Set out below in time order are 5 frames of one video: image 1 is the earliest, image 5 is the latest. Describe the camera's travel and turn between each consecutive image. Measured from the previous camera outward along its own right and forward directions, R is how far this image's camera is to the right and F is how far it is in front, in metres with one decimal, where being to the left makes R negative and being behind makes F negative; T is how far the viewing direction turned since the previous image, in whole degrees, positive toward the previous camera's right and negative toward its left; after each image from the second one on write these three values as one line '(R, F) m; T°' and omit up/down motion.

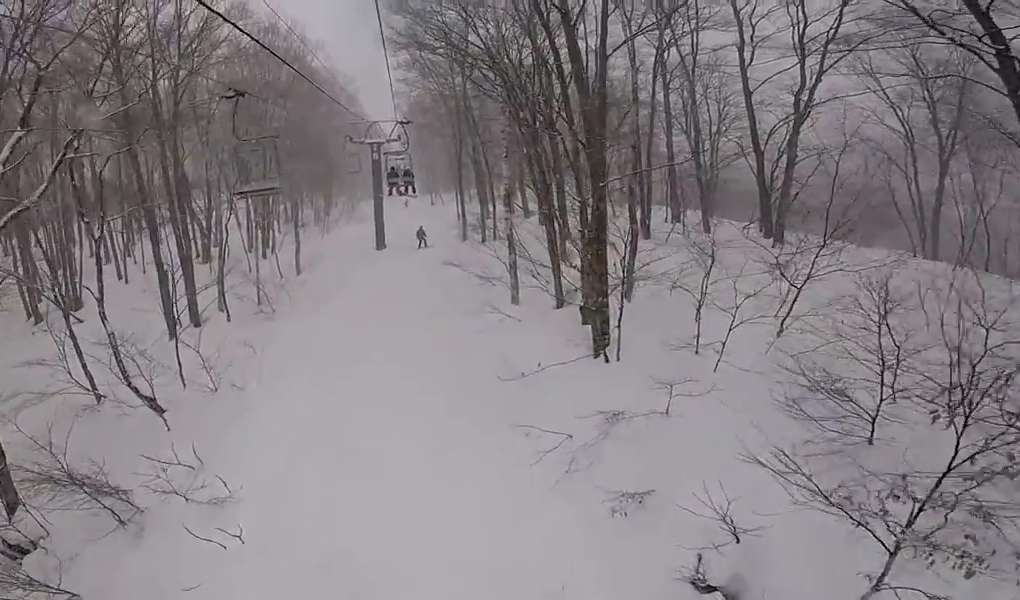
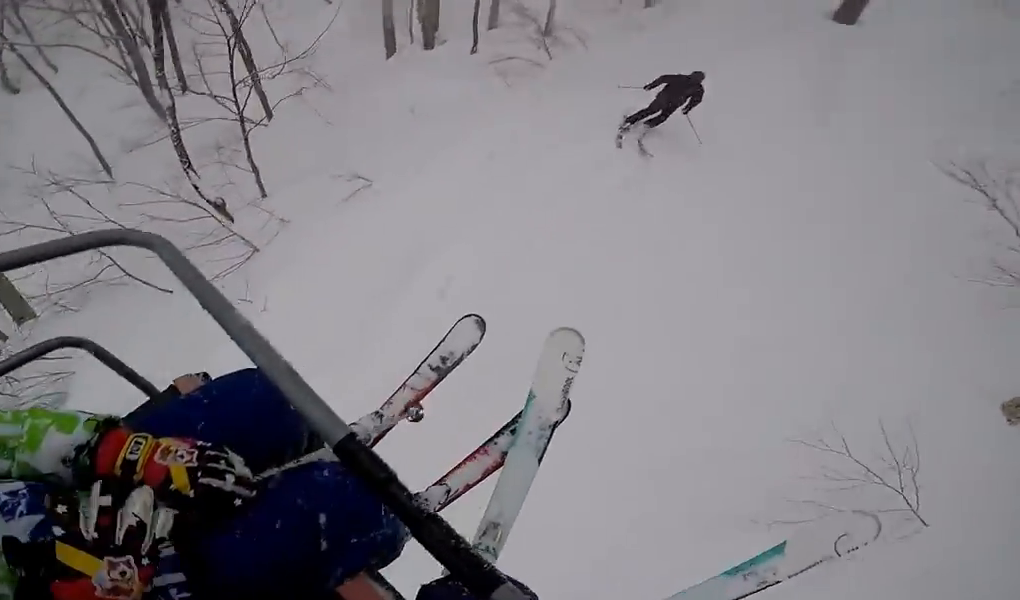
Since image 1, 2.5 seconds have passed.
(0.0, +10.1) m; 0°
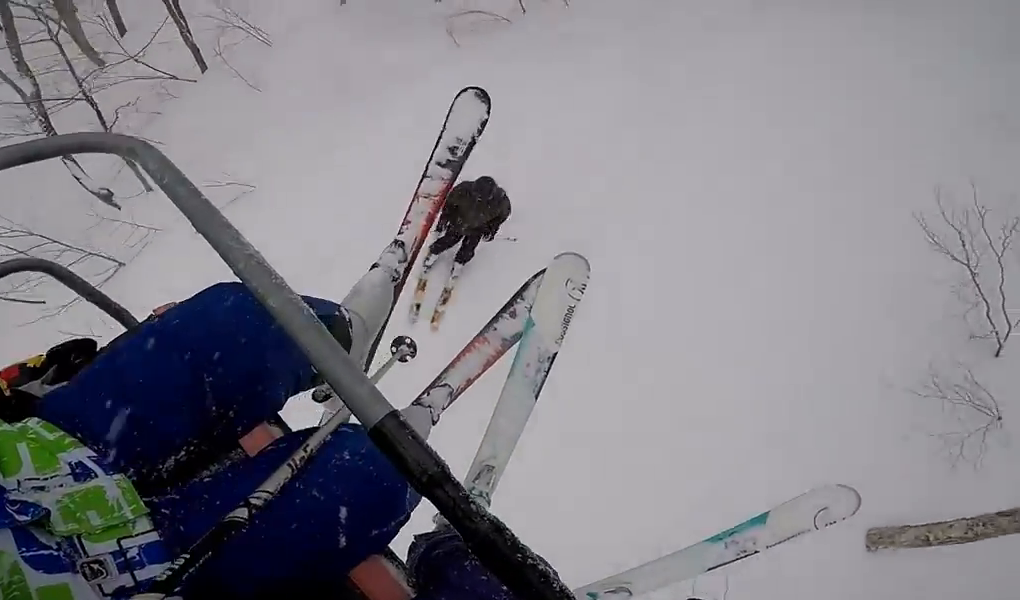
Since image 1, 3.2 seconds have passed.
(0.0, +2.7) m; 0°
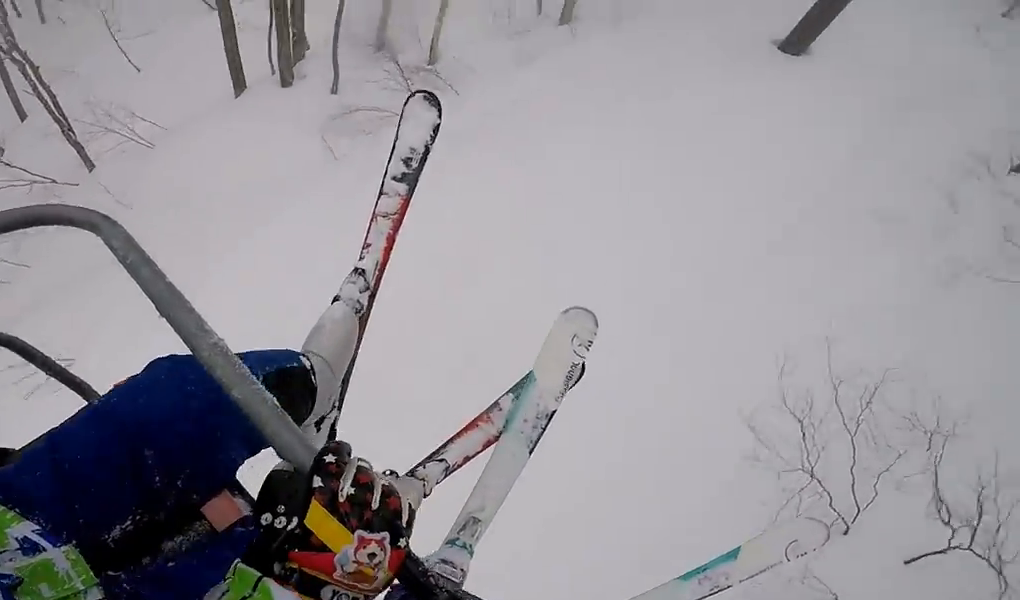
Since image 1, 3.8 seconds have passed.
(0.0, +2.7) m; 0°
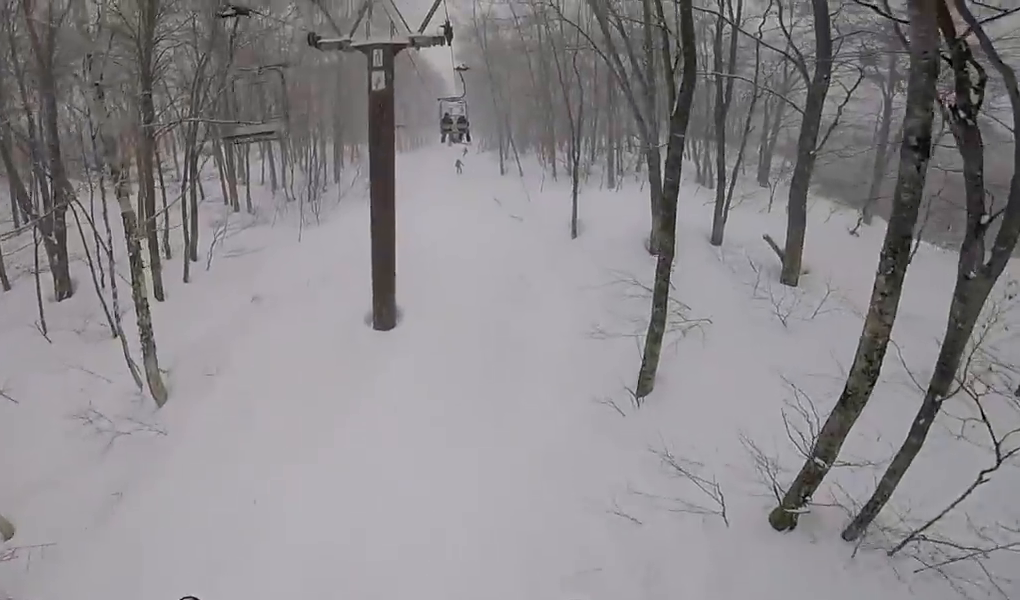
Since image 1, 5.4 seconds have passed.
(0.0, +6.1) m; 0°
